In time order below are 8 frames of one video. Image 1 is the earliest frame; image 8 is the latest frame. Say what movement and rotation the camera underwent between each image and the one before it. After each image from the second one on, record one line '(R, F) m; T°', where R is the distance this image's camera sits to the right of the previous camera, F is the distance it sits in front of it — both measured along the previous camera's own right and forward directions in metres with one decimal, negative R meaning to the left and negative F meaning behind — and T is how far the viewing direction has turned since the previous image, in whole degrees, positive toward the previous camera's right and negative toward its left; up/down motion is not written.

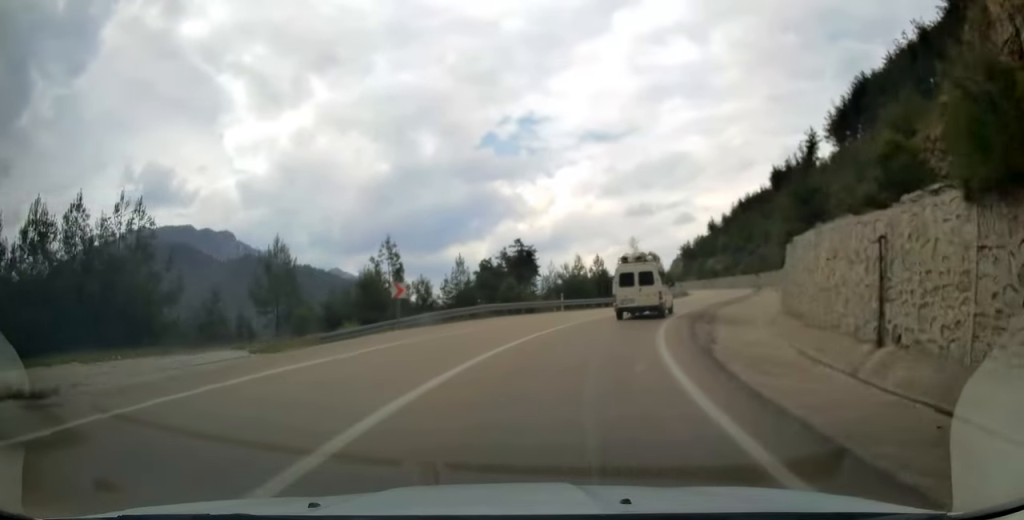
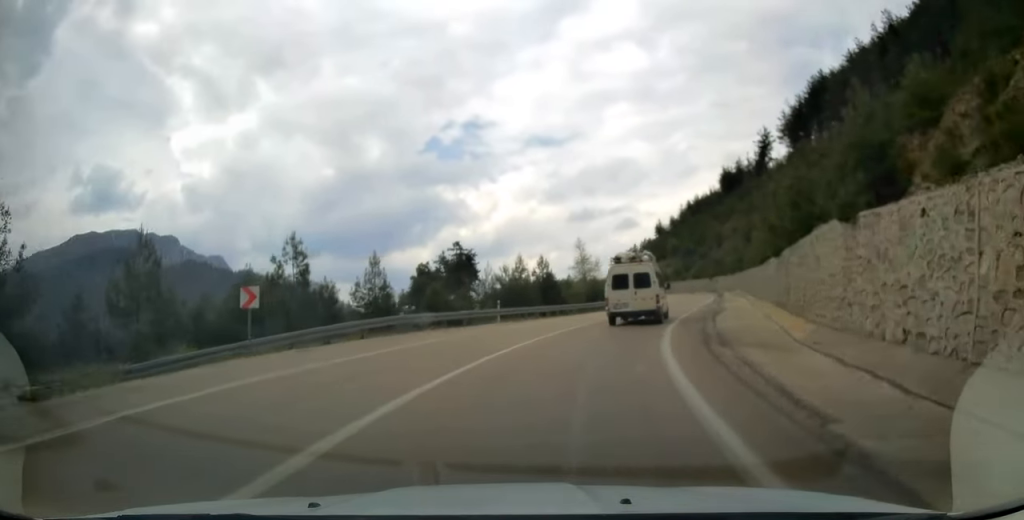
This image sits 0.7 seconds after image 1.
(+0.2, +8.9) m; +6°
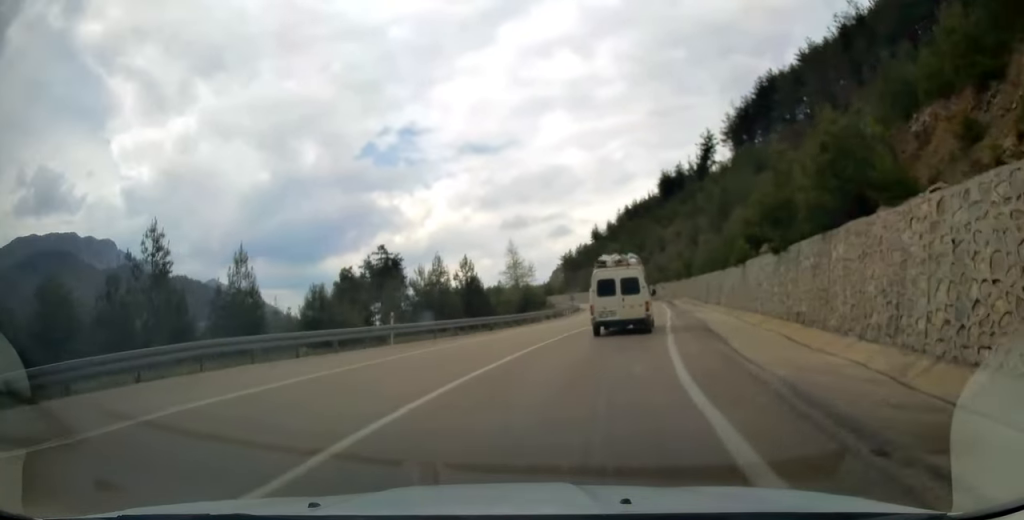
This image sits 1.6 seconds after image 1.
(+0.7, +9.9) m; +8°
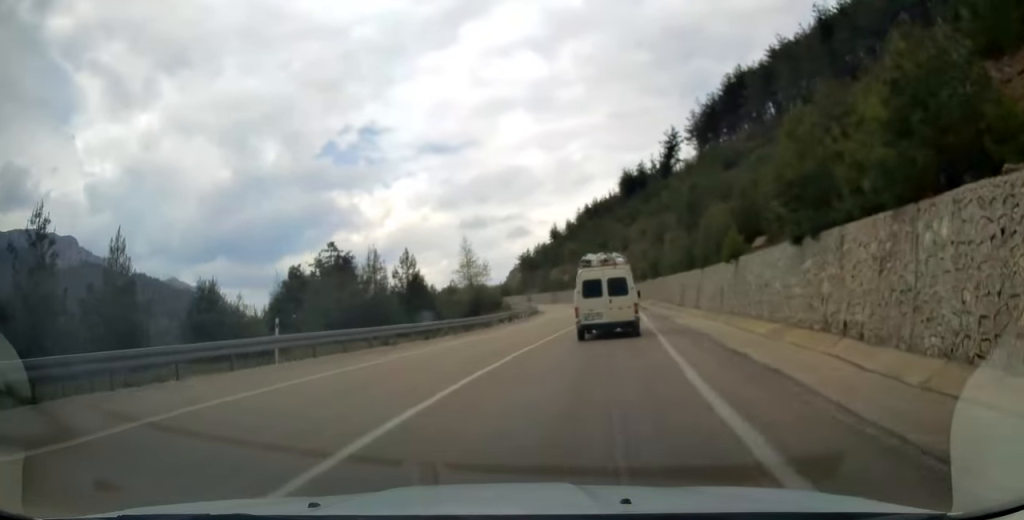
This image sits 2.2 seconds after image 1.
(+0.5, +6.8) m; +3°
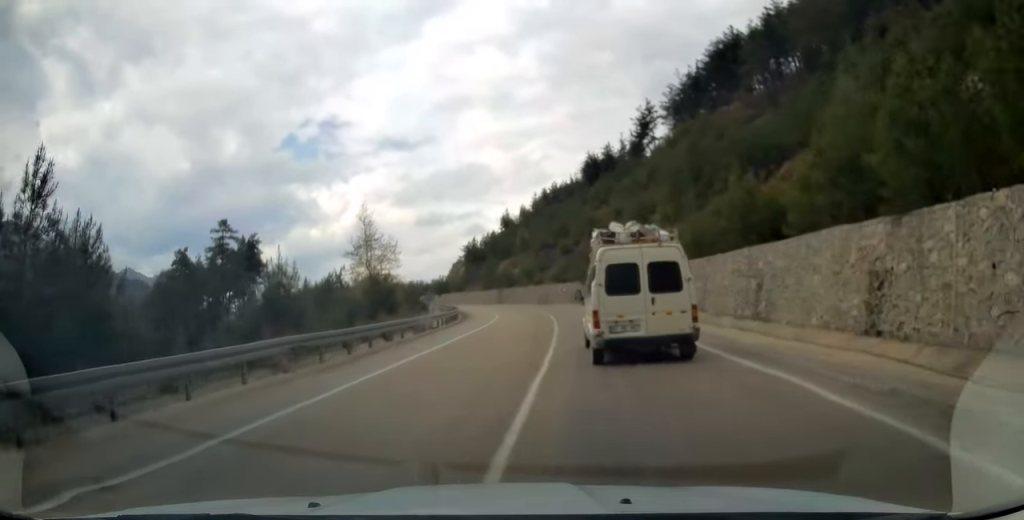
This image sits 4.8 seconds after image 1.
(+1.6, +31.4) m; +3°
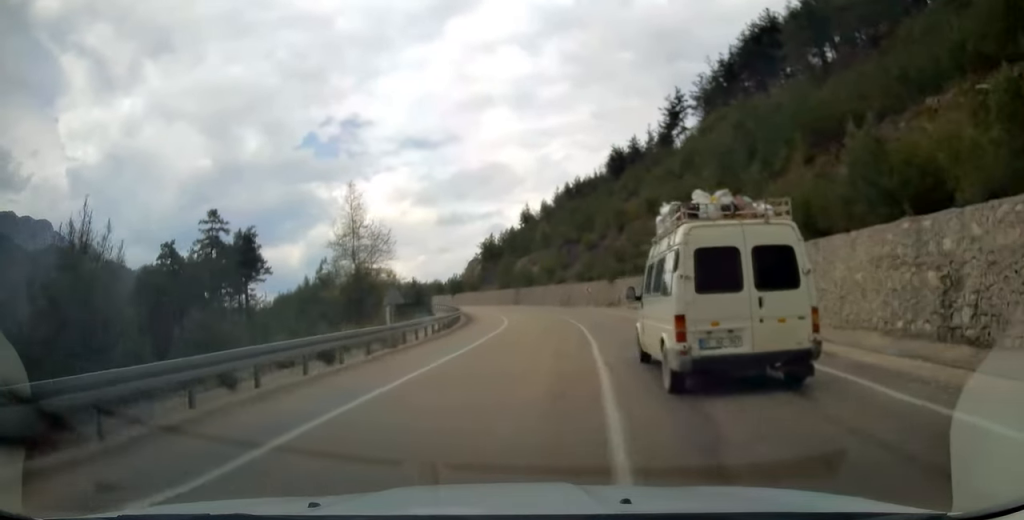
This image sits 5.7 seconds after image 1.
(0.0, +11.6) m; -2°
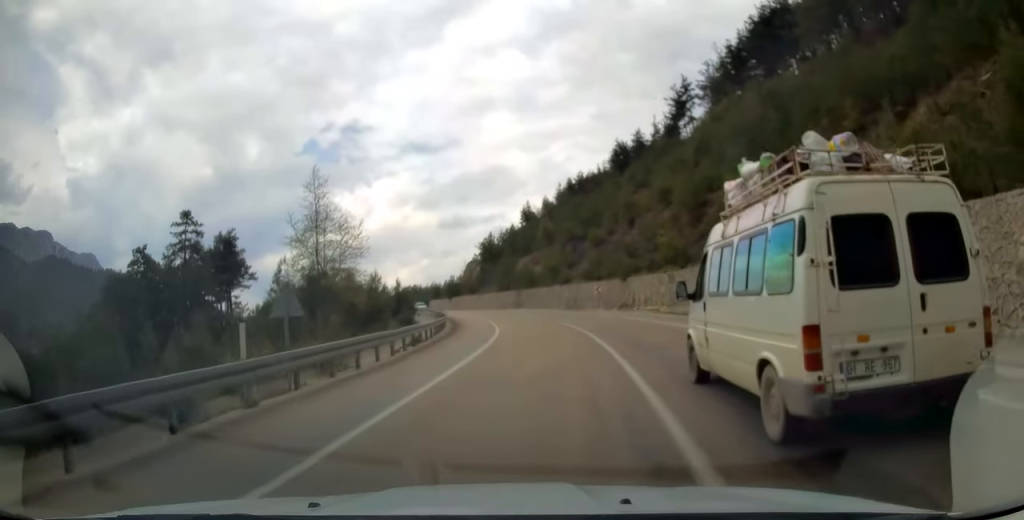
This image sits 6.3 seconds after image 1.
(-0.2, +9.4) m; -1°
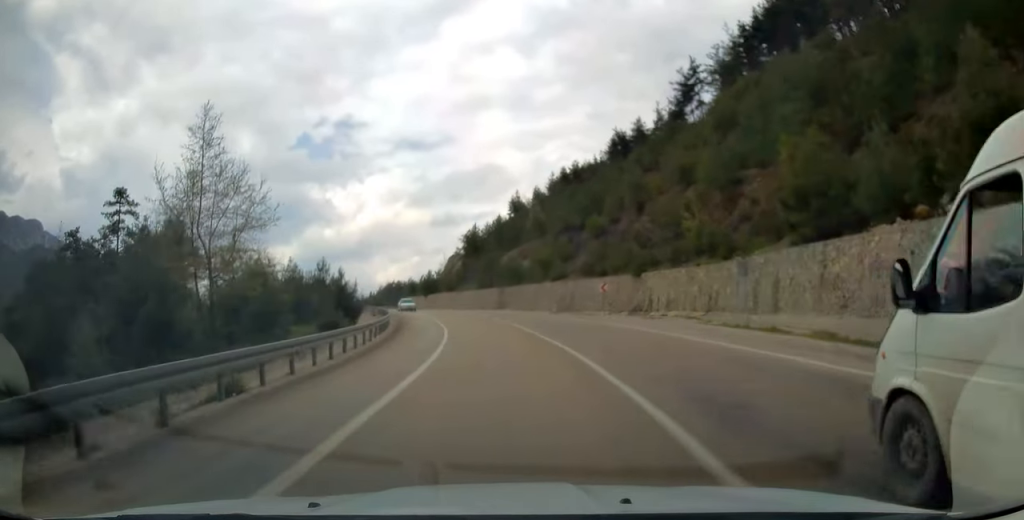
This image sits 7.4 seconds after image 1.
(0.0, +15.0) m; -1°
